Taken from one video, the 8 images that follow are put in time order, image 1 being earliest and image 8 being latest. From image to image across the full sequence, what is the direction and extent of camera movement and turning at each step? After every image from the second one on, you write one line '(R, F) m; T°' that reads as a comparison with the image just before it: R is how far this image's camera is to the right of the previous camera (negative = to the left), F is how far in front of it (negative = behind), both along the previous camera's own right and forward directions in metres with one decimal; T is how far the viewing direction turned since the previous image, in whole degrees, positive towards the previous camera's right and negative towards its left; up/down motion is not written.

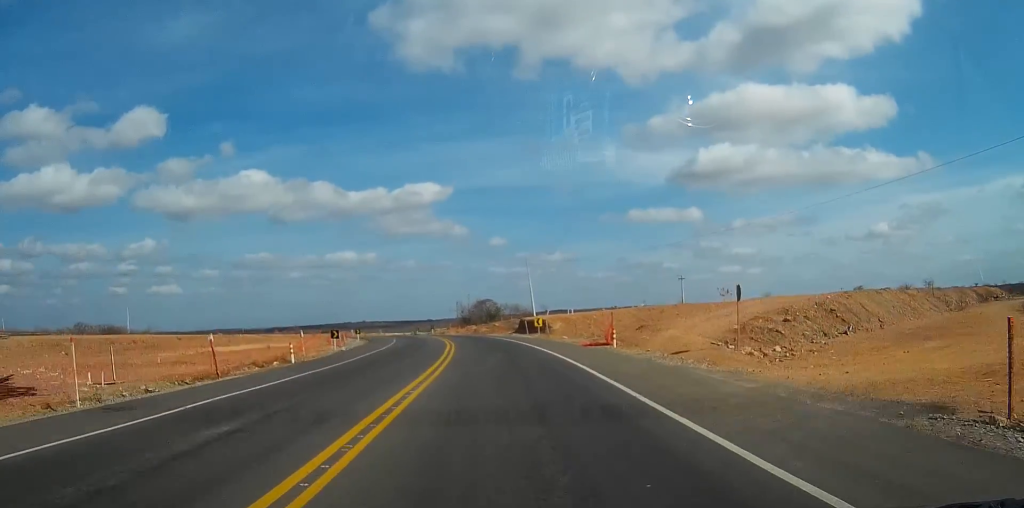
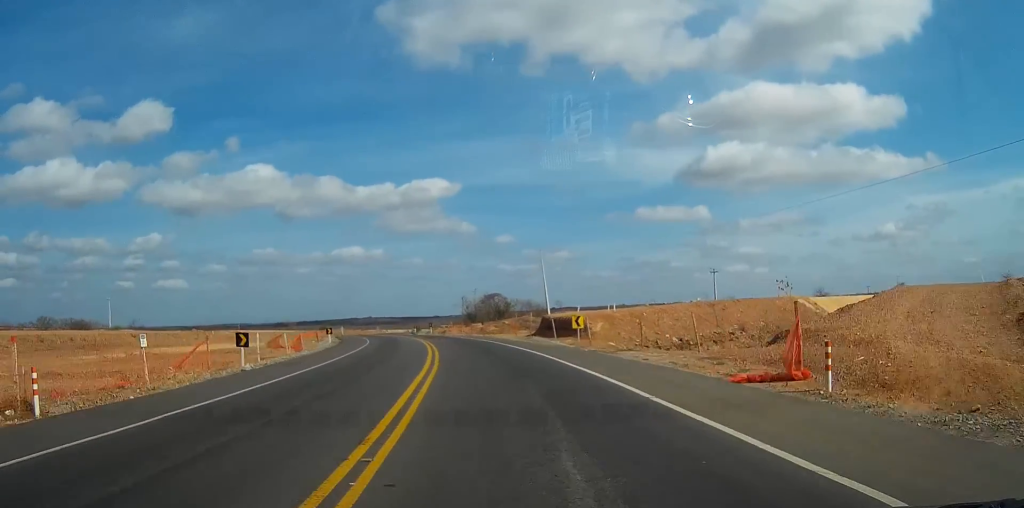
(0.0, +18.2) m; -1°
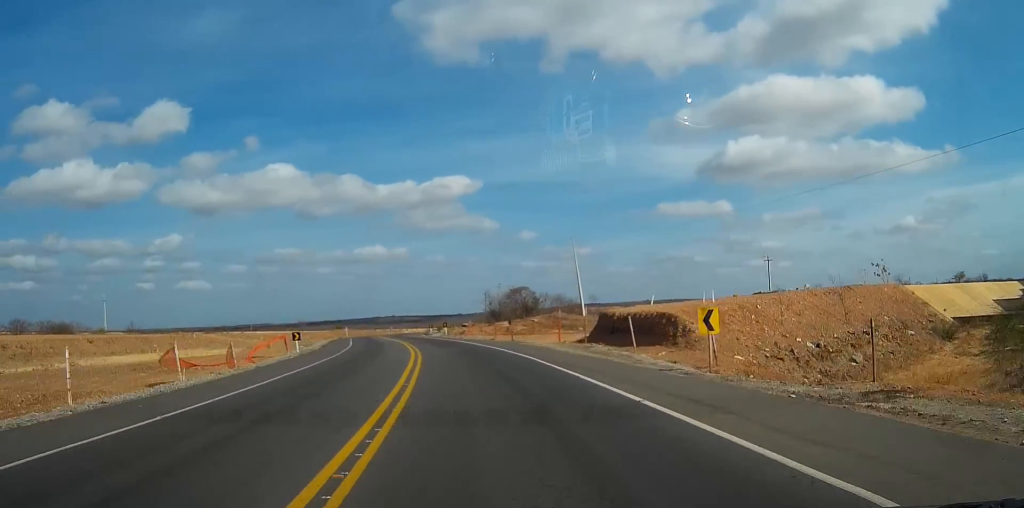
(-0.1, +17.4) m; -2°
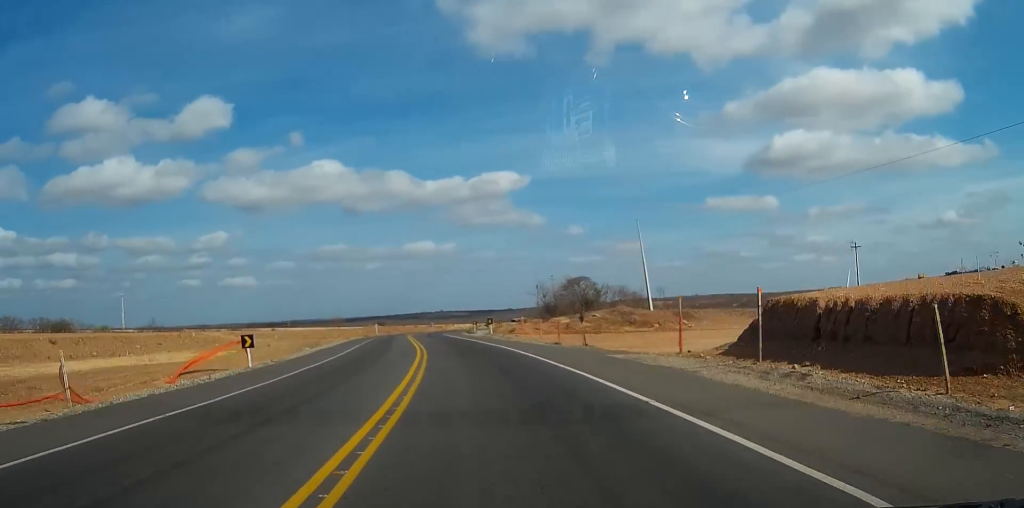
(-0.1, +16.6) m; -3°
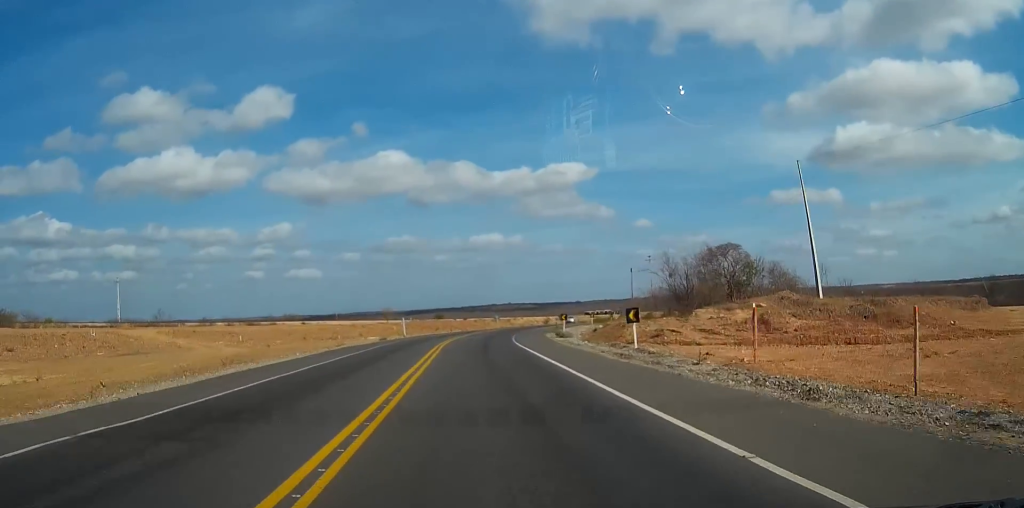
(-2.5, +37.9) m; -6°
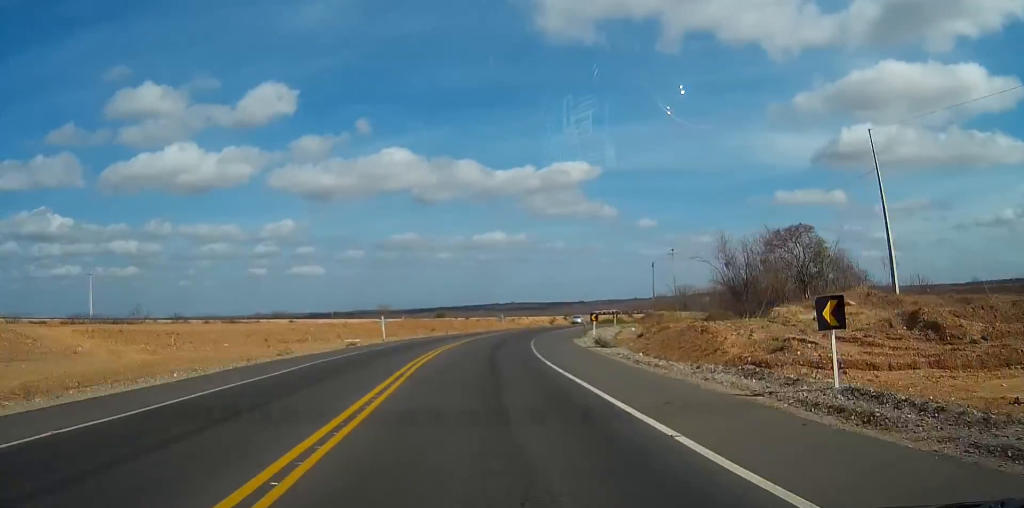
(-0.2, +14.6) m; -1°
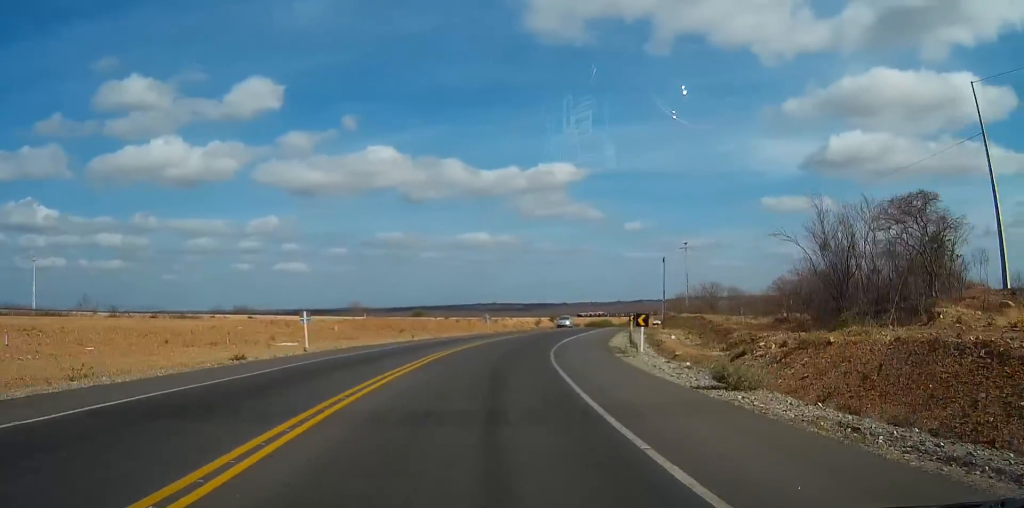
(-0.2, +17.3) m; +1°
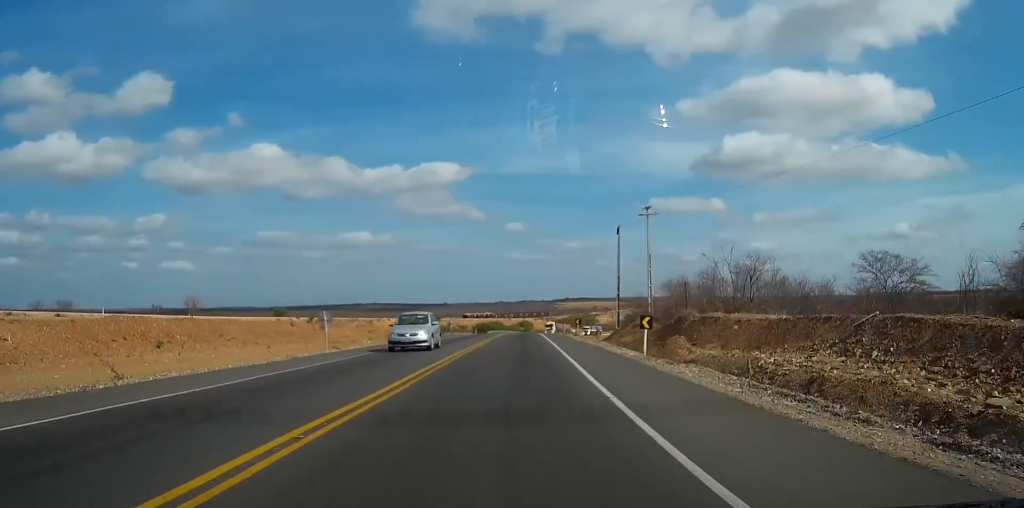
(+1.6, +36.6) m; +6°
